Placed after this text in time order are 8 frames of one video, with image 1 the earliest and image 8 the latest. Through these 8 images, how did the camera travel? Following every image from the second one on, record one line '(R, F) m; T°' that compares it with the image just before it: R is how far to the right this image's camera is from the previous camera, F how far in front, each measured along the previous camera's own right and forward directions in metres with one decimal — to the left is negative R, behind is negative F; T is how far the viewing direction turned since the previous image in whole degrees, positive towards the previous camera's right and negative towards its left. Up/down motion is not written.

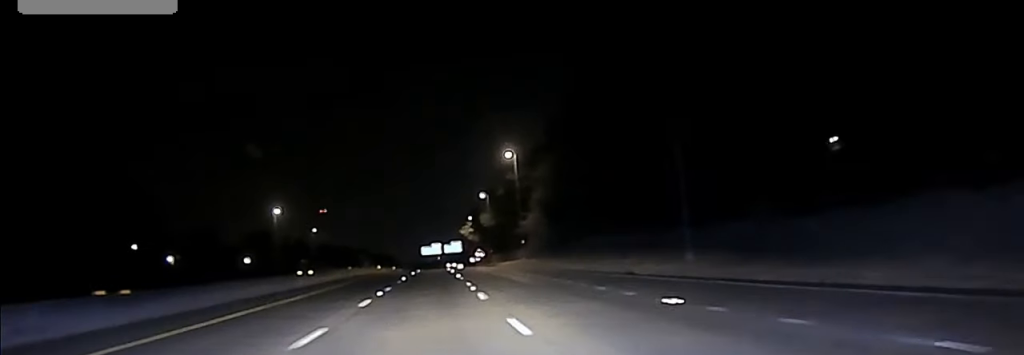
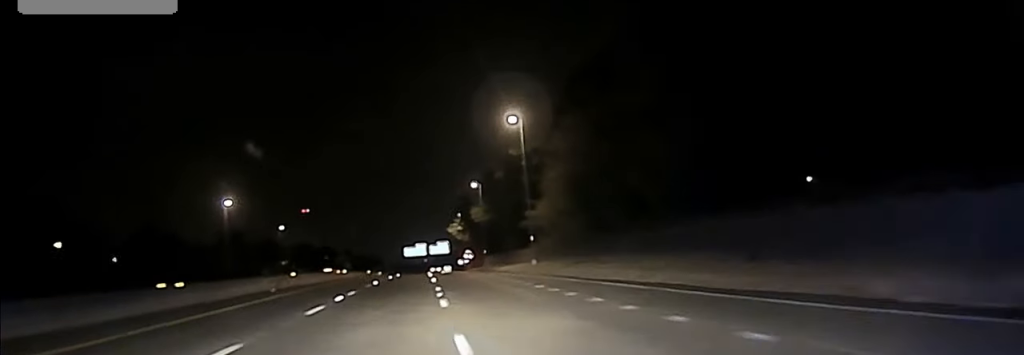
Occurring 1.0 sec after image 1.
(0.0, +29.3) m; 0°
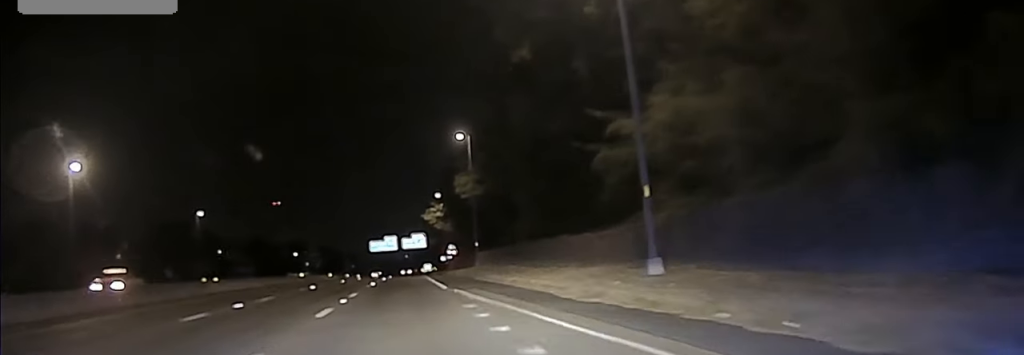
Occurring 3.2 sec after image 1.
(+0.6, +44.0) m; +2°
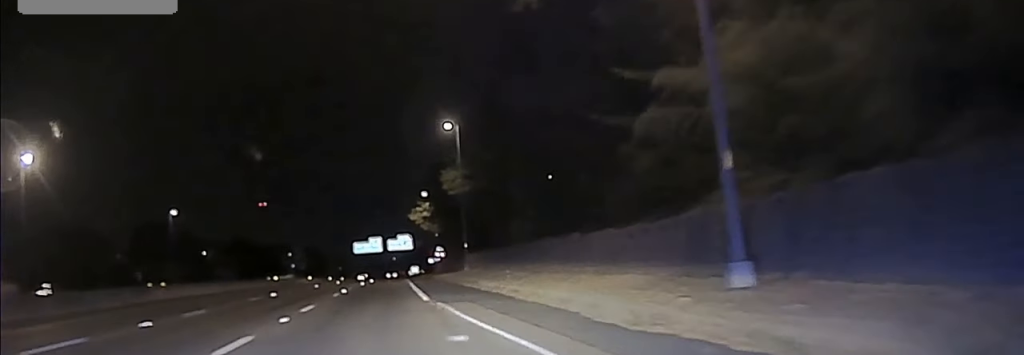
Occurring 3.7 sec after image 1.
(+0.2, +7.6) m; 0°
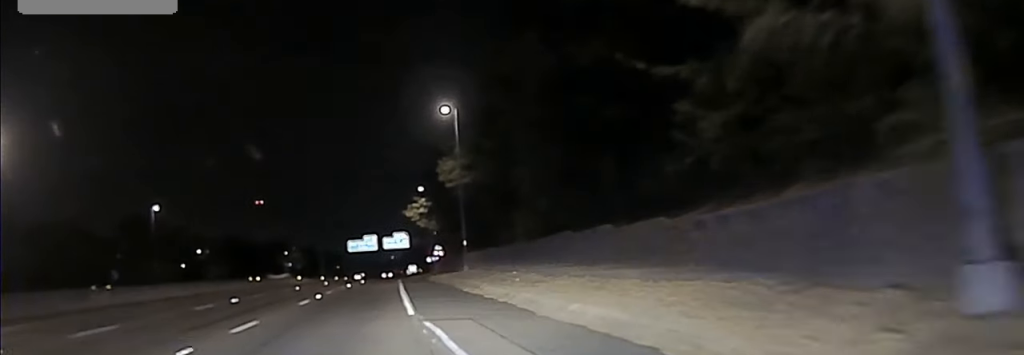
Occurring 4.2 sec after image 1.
(-0.1, +7.6) m; 0°
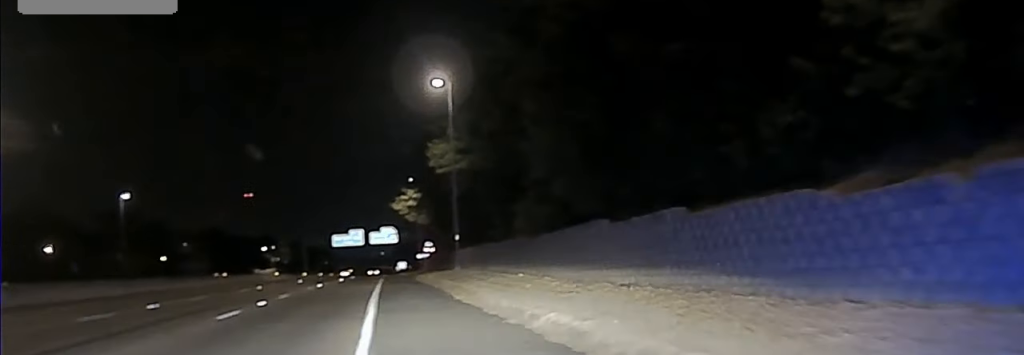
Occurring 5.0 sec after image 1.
(-0.1, +9.4) m; -1°
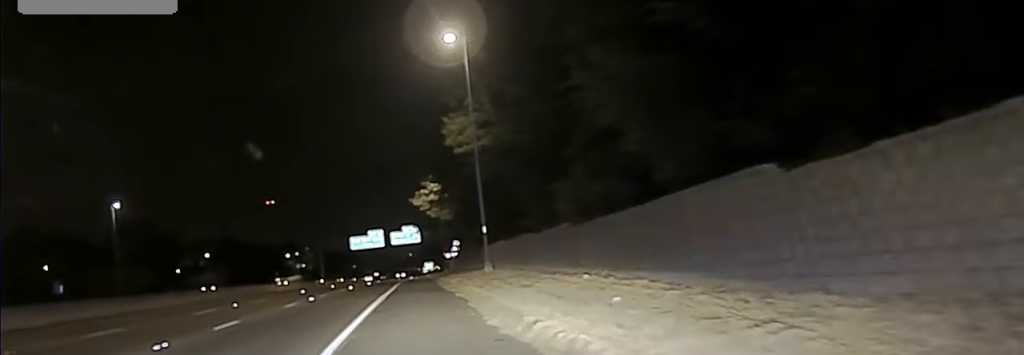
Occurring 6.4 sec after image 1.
(-0.3, +12.8) m; -3°
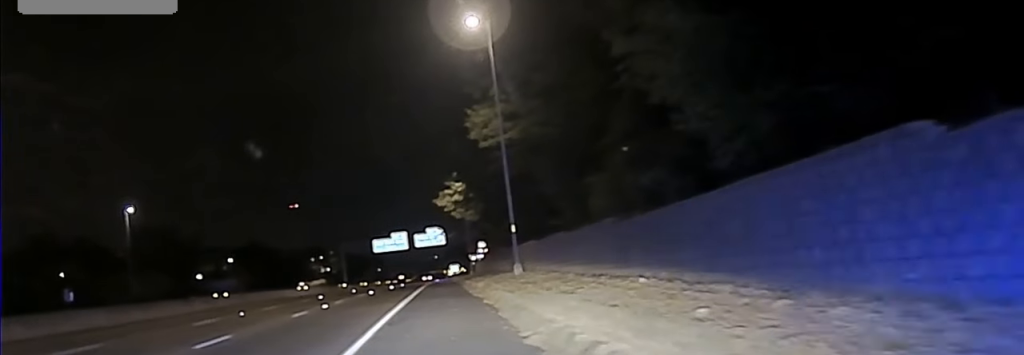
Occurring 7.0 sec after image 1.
(-0.1, +4.8) m; -1°
